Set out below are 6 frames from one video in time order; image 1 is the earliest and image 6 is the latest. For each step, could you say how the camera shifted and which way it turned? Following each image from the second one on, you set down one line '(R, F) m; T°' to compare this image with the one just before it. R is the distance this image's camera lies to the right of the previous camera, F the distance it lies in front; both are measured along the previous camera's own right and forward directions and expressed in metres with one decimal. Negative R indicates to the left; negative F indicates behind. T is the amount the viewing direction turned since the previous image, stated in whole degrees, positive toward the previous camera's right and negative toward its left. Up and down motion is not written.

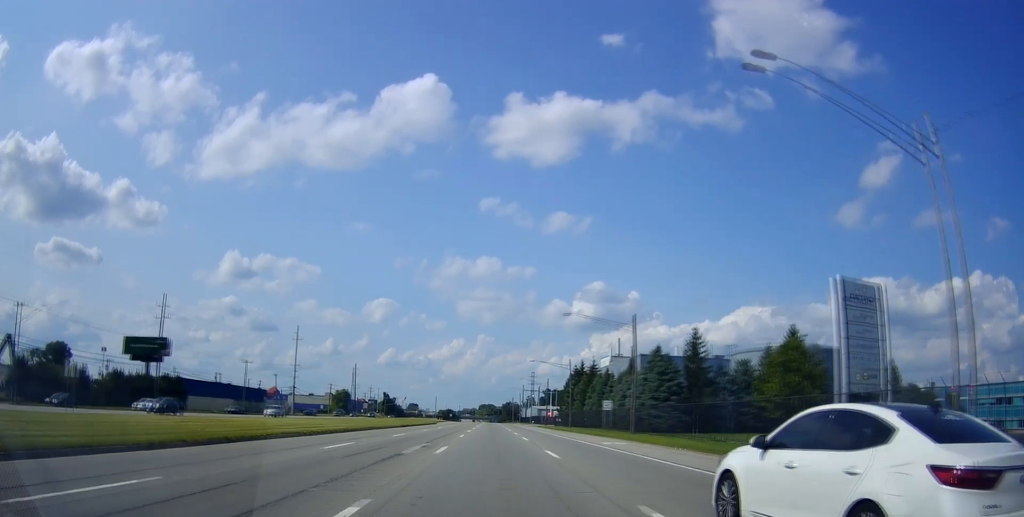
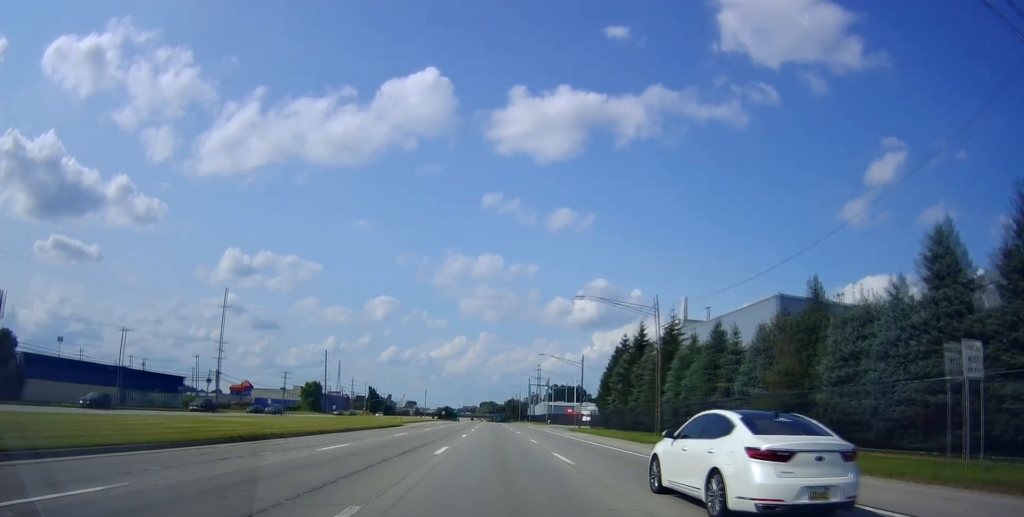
(-0.5, +45.7) m; 0°
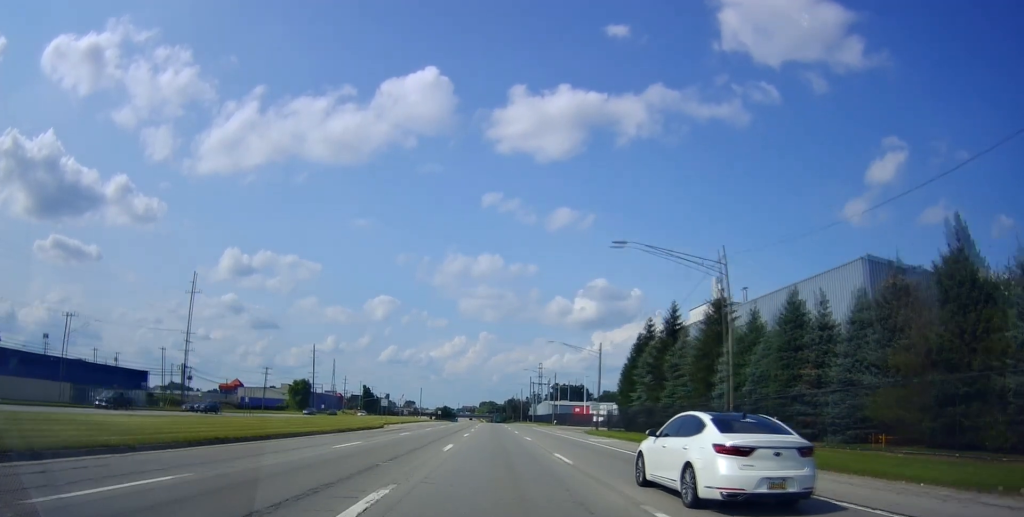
(0.0, +13.1) m; +1°
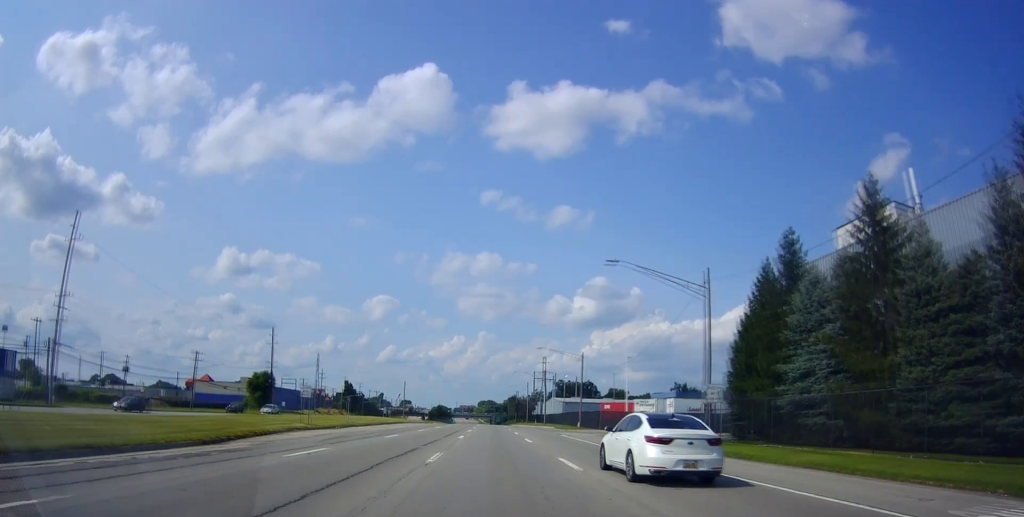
(+0.1, +34.6) m; 0°
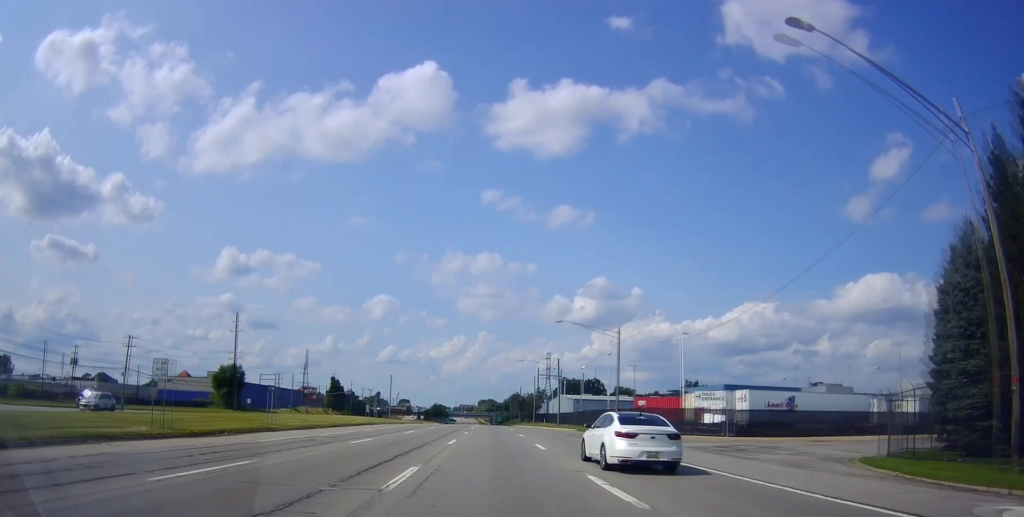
(+0.3, +22.5) m; 0°
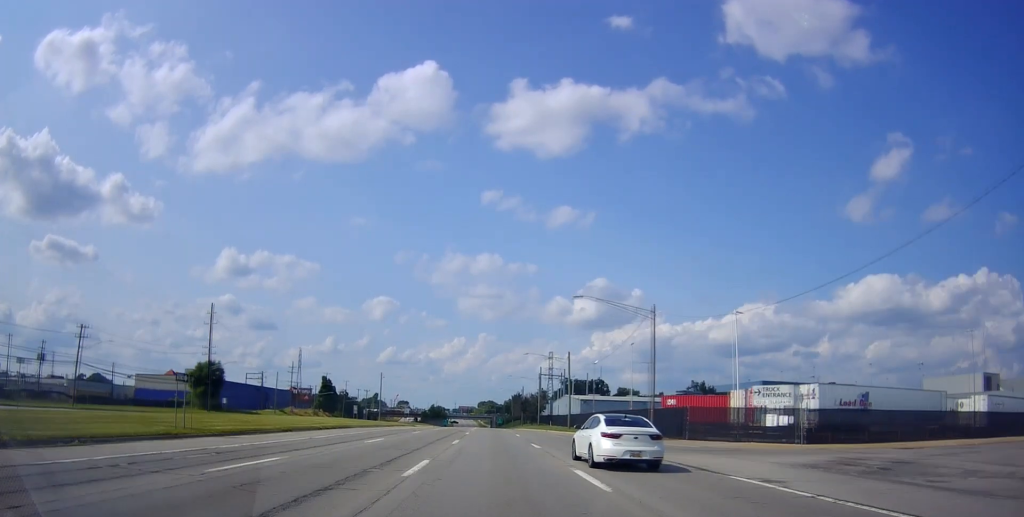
(+0.1, +12.5) m; 0°
